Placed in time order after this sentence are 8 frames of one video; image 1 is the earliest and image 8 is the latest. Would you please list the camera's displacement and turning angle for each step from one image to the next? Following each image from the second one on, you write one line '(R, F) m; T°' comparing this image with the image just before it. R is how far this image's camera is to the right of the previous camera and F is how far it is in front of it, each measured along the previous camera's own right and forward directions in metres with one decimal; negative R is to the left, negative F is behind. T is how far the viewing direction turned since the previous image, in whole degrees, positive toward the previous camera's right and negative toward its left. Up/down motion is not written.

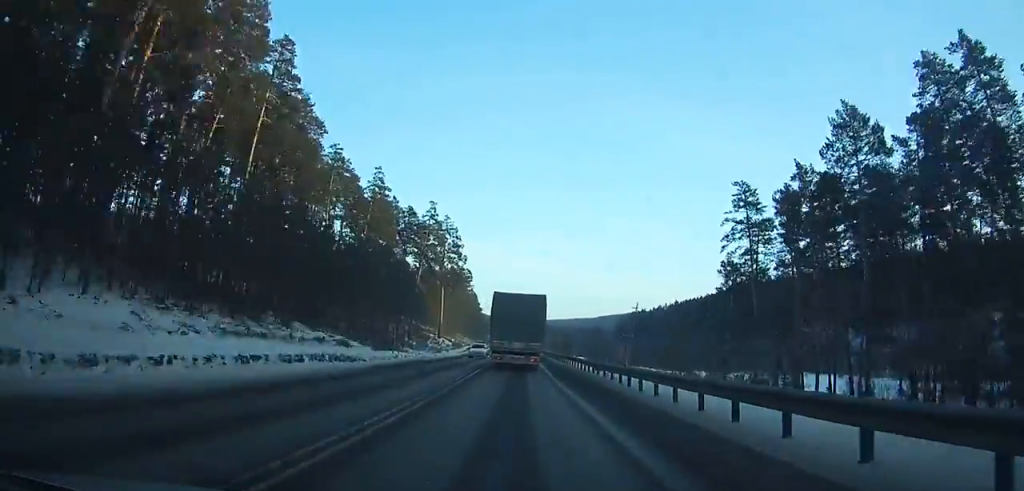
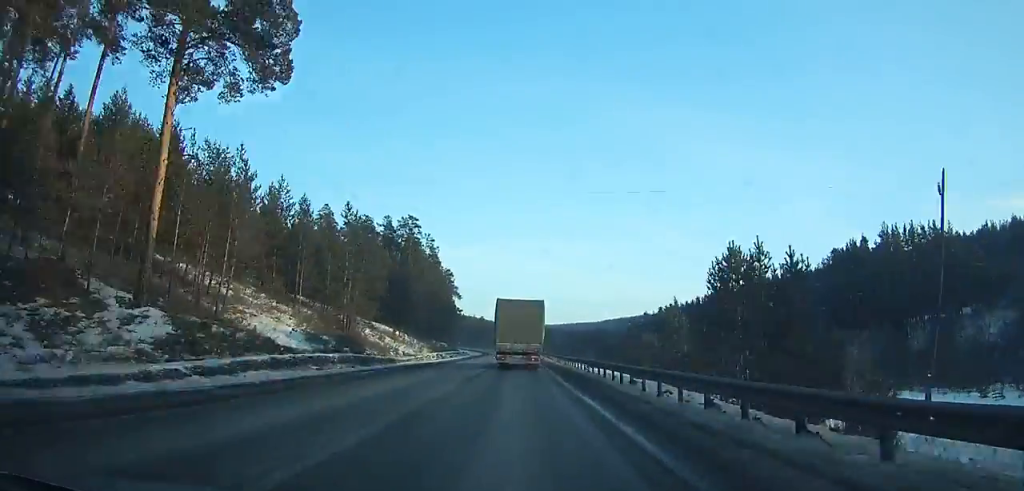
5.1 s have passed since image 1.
(-0.6, +99.7) m; -1°
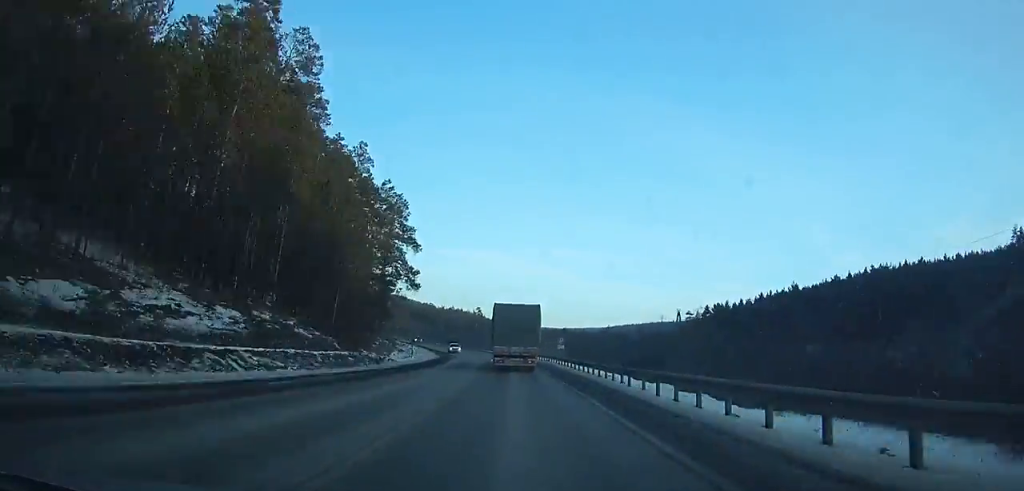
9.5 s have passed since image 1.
(-0.3, +88.1) m; -3°
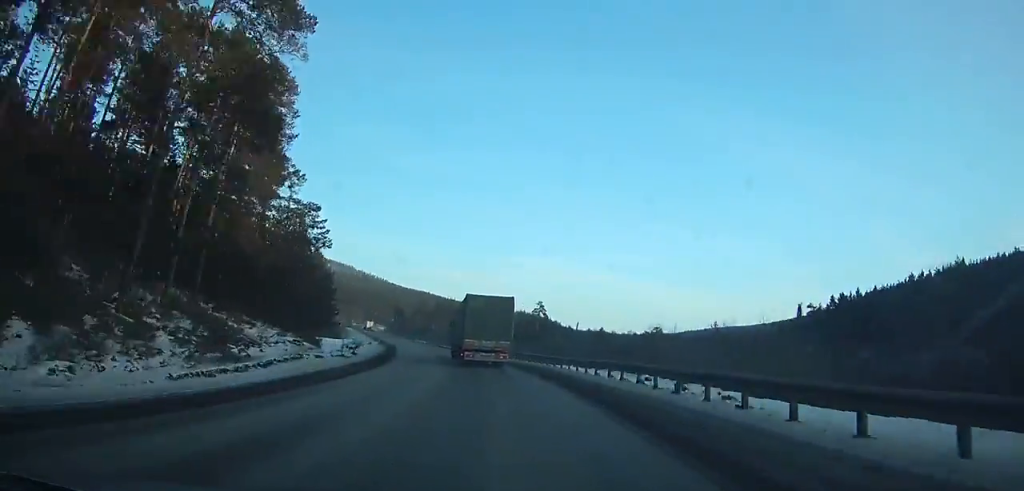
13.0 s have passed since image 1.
(-4.1, +70.8) m; -11°
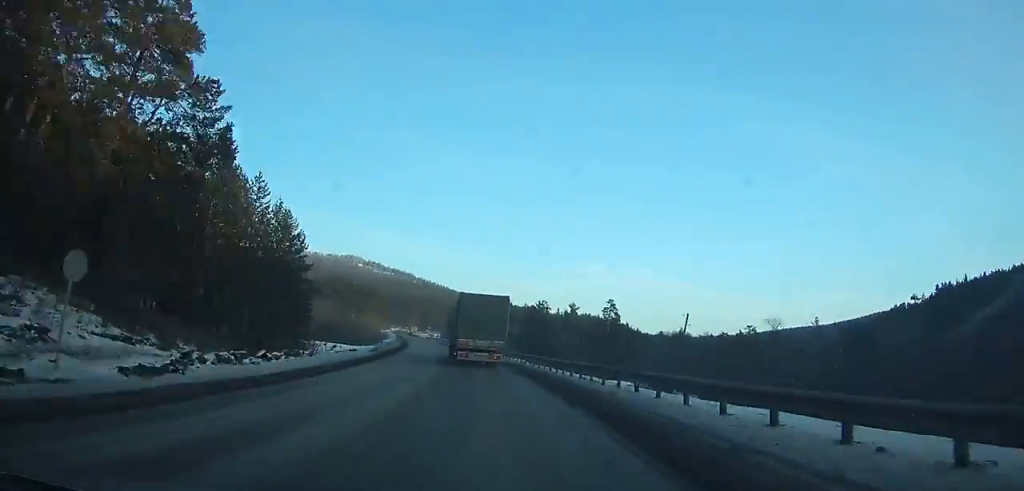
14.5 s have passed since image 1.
(-3.2, +30.3) m; -4°
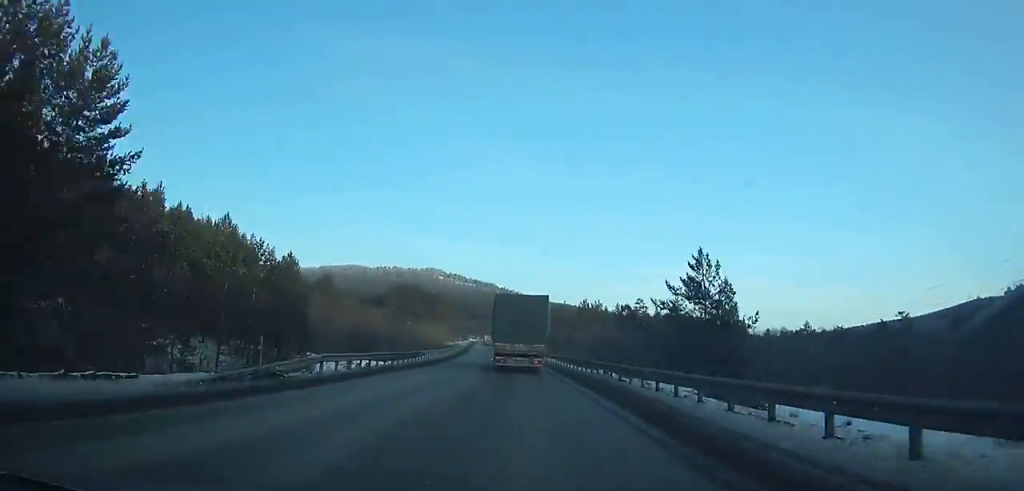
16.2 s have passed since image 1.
(-1.5, +34.4) m; -4°
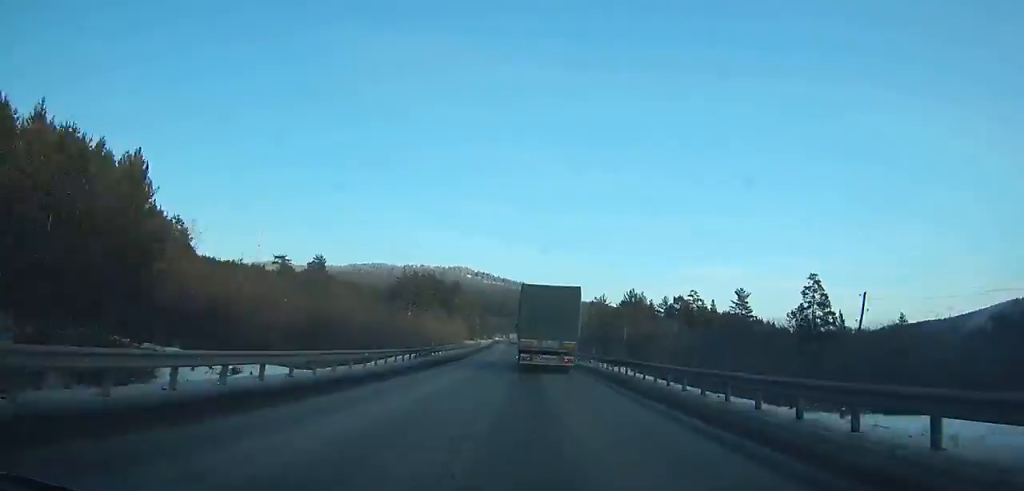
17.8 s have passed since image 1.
(-1.2, +31.9) m; -1°
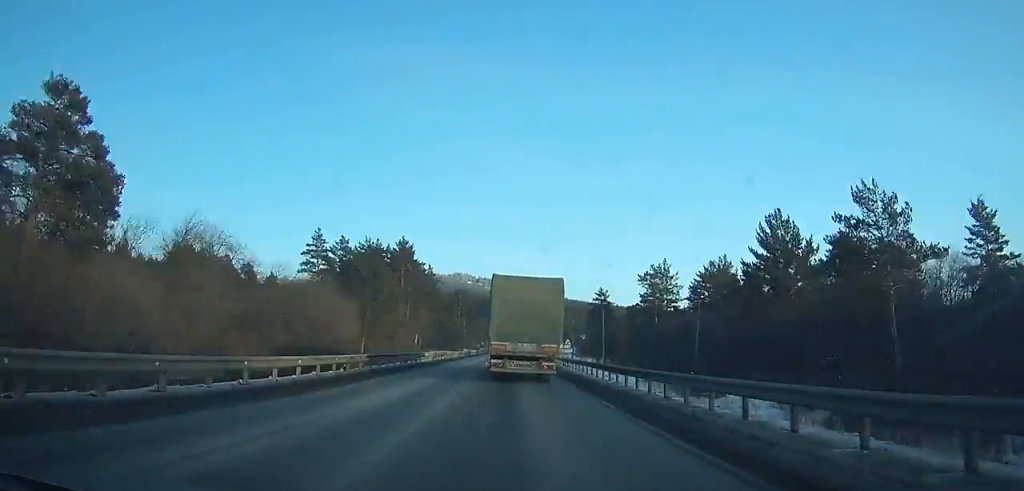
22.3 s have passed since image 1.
(-1.4, +87.0) m; -1°
